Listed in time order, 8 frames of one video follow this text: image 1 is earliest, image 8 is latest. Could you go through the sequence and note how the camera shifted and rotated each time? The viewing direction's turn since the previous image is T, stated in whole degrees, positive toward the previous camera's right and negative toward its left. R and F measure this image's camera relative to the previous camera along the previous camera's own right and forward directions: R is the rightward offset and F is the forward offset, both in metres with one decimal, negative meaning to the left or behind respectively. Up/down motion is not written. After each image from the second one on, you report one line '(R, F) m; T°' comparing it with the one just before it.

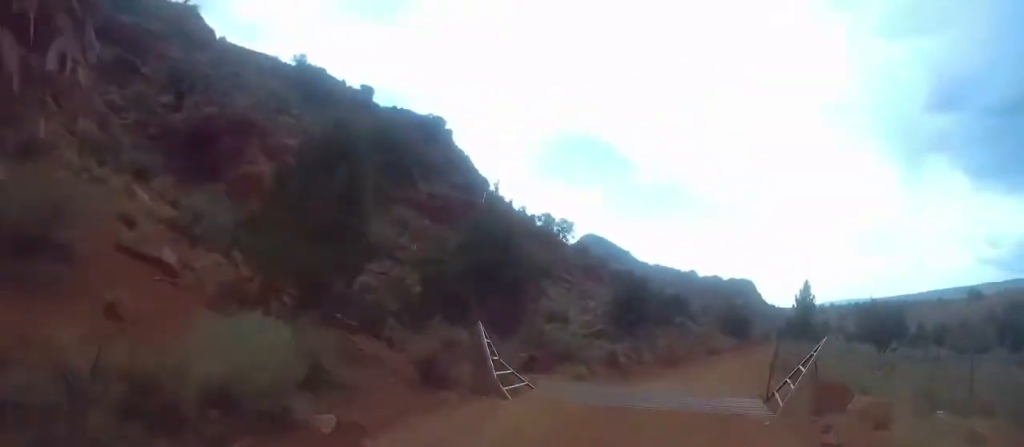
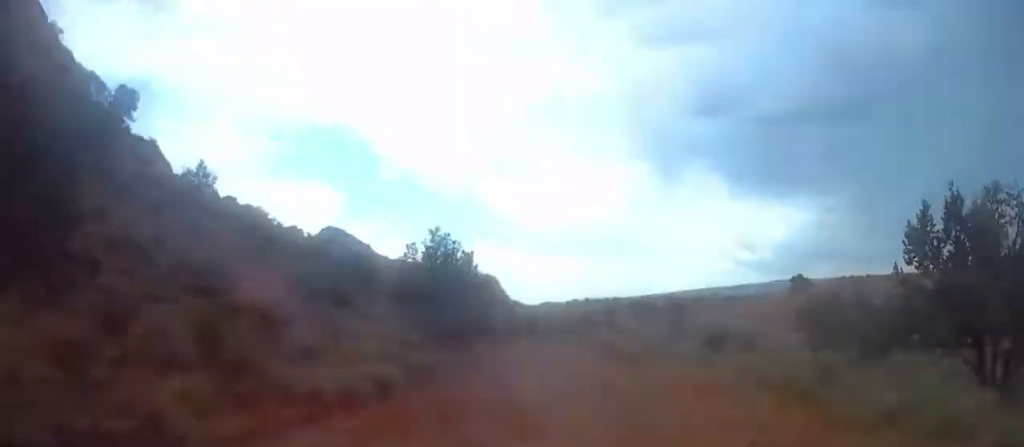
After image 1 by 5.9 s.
(+11.2, +56.5) m; +16°
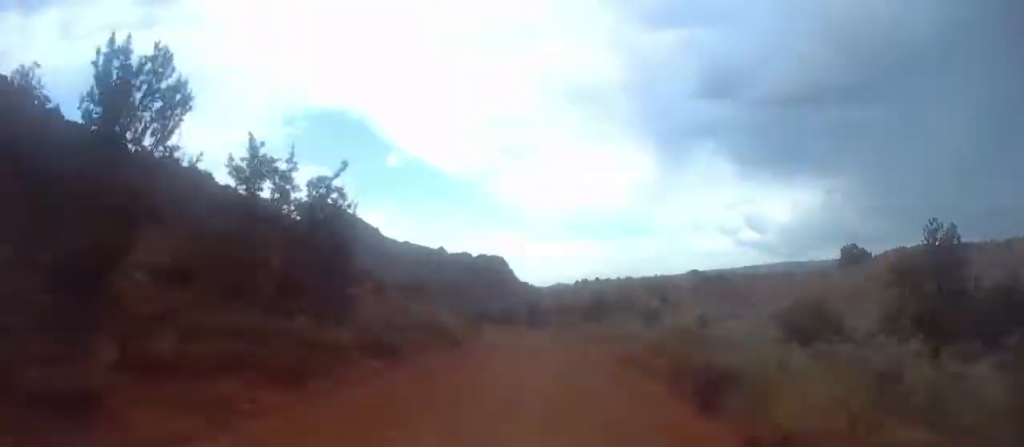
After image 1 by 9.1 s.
(+0.4, +31.5) m; 0°
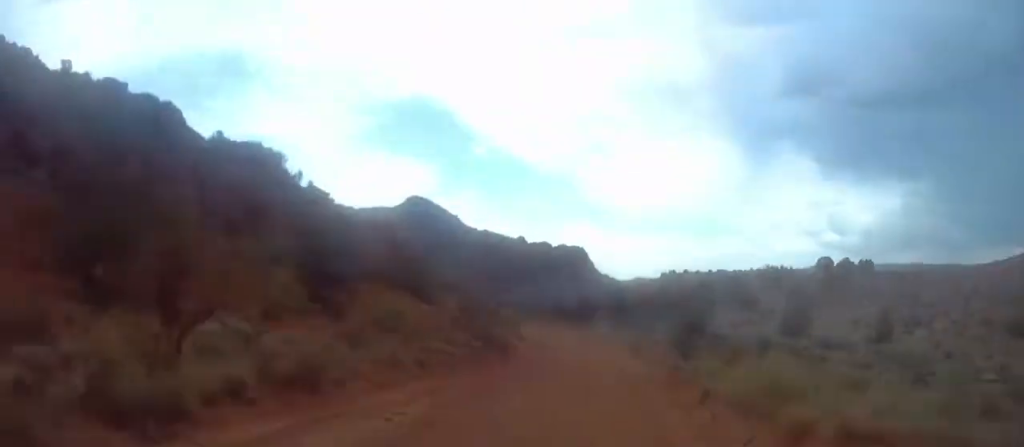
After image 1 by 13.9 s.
(-0.2, +47.9) m; -3°
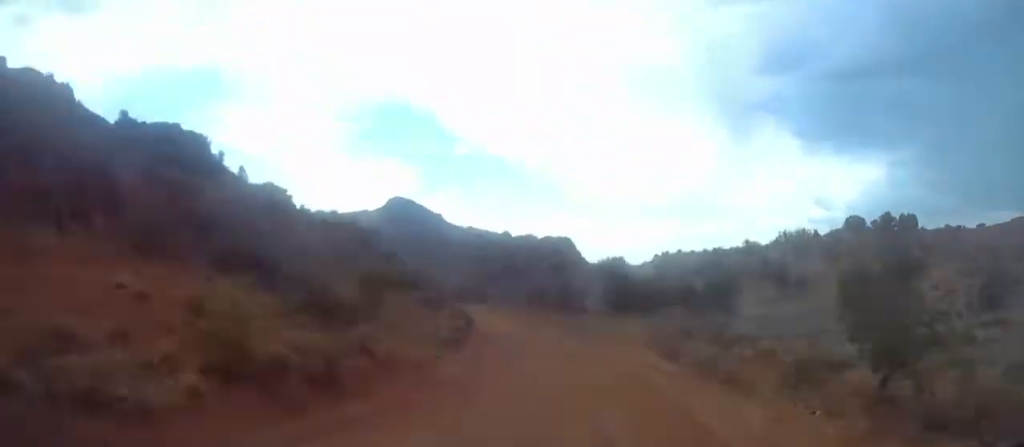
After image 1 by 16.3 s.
(-1.0, +24.8) m; -2°
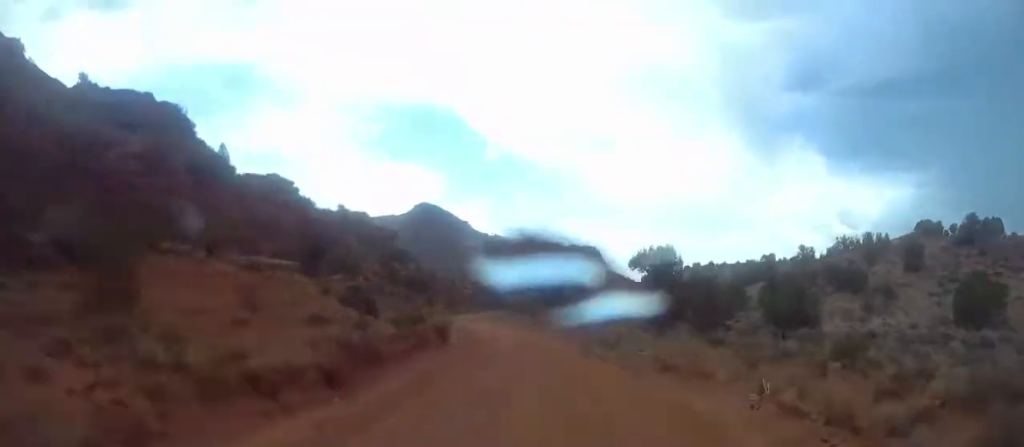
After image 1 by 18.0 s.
(-0.4, +18.0) m; -1°
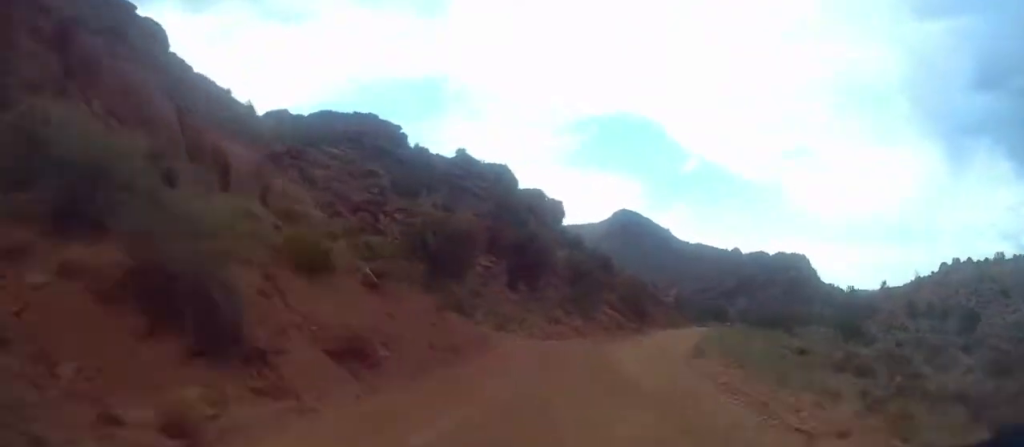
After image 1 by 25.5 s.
(-9.3, +76.4) m; -10°
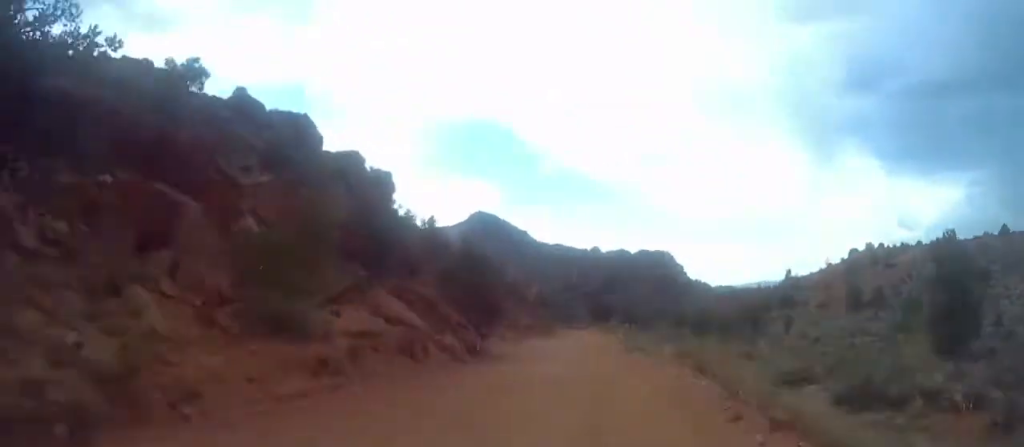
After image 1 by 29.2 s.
(+1.6, +36.6) m; +3°
